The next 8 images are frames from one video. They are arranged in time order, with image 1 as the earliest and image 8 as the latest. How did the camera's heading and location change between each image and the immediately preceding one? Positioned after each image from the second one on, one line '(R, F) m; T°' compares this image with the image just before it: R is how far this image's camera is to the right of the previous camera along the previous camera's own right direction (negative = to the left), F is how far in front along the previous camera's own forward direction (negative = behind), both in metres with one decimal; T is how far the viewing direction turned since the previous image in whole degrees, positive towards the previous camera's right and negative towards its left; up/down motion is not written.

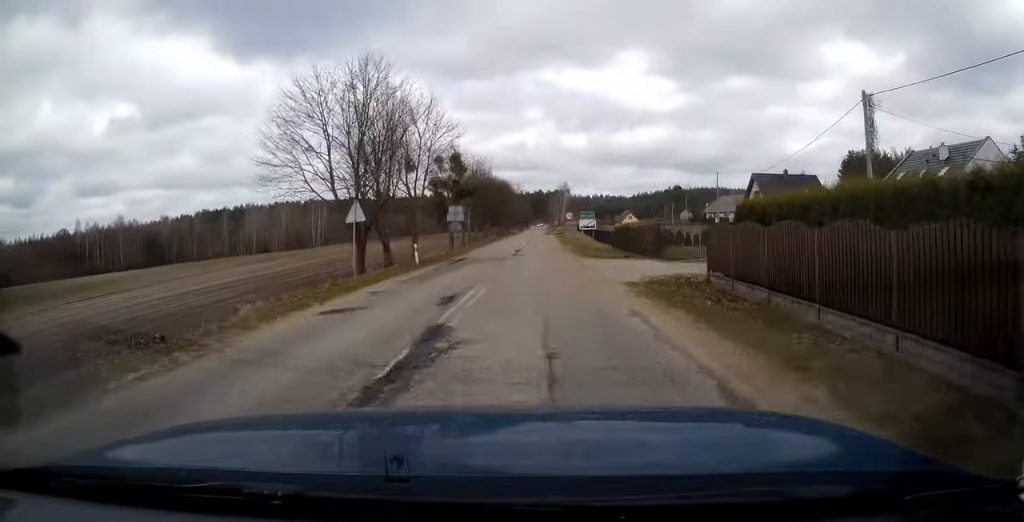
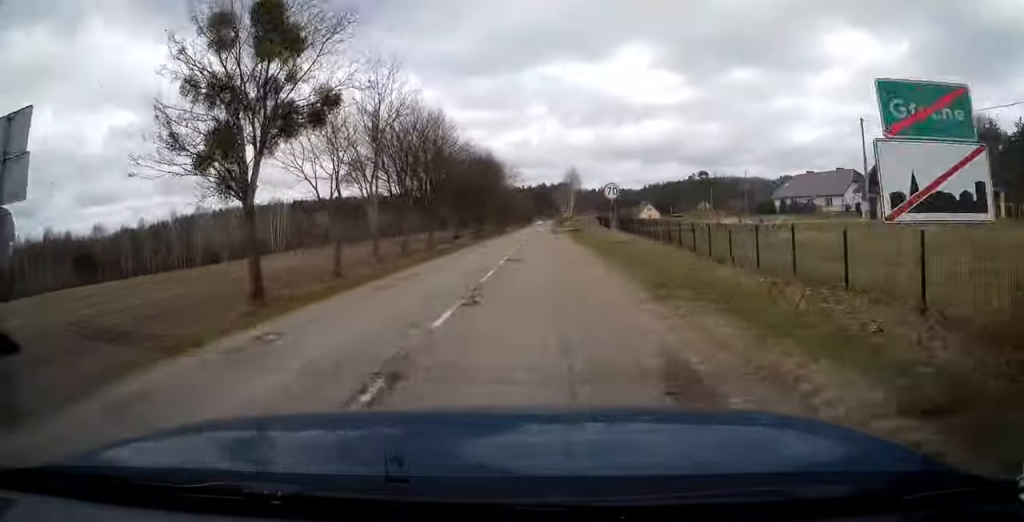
(-0.9, +39.0) m; -1°
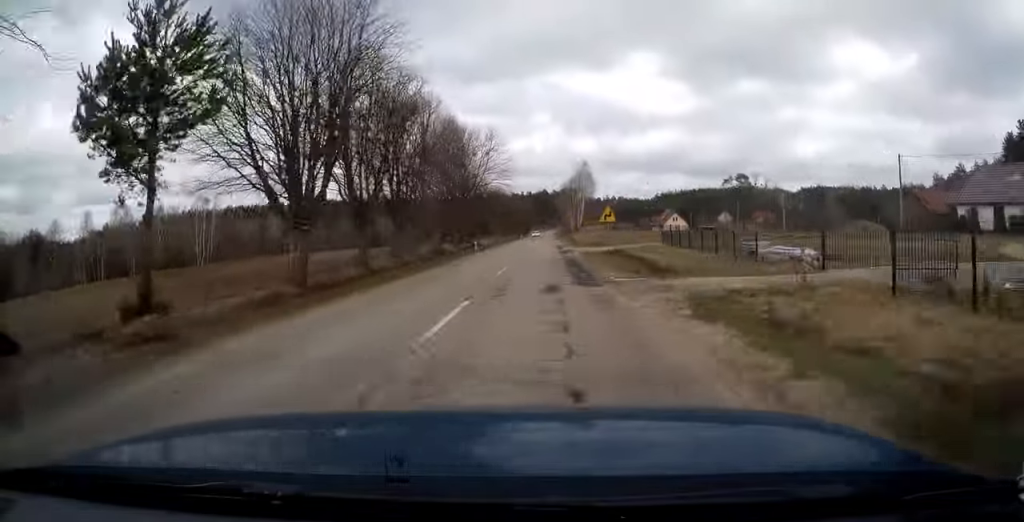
(0.0, +45.2) m; 0°
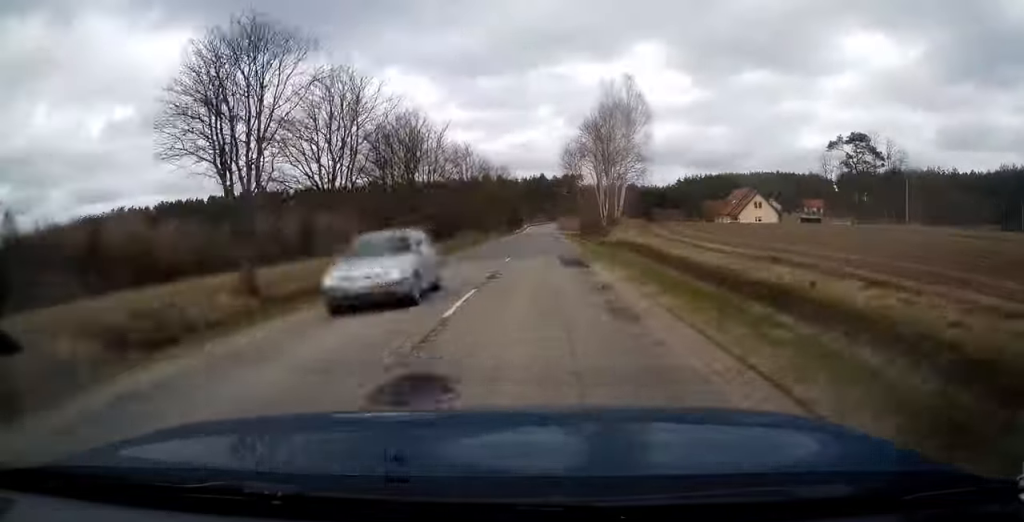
(0.0, +74.5) m; 0°
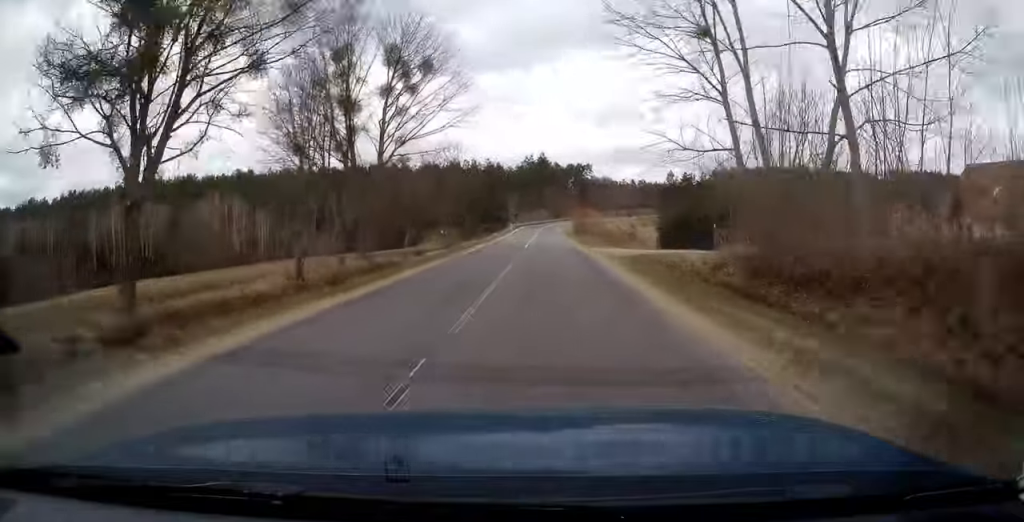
(0.0, +73.0) m; 0°
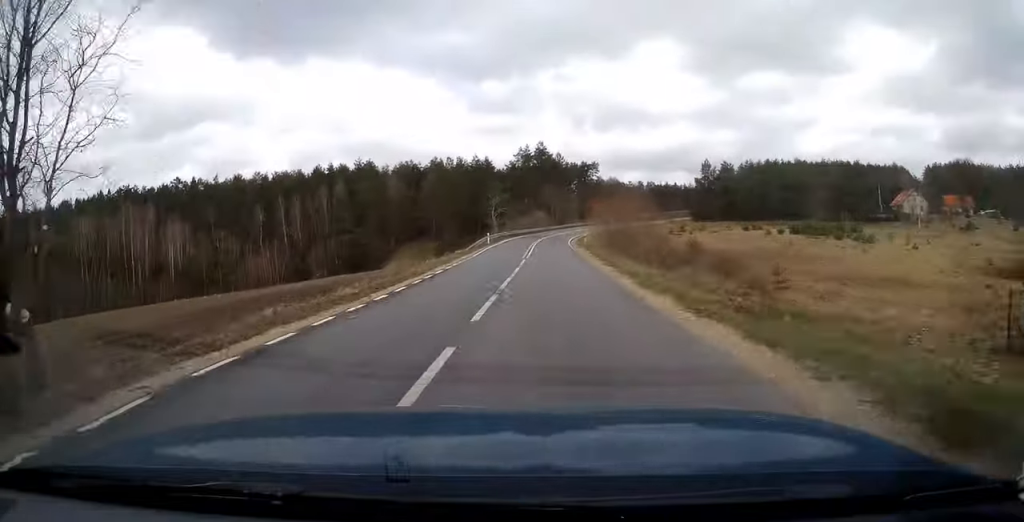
(-0.1, +39.9) m; +1°
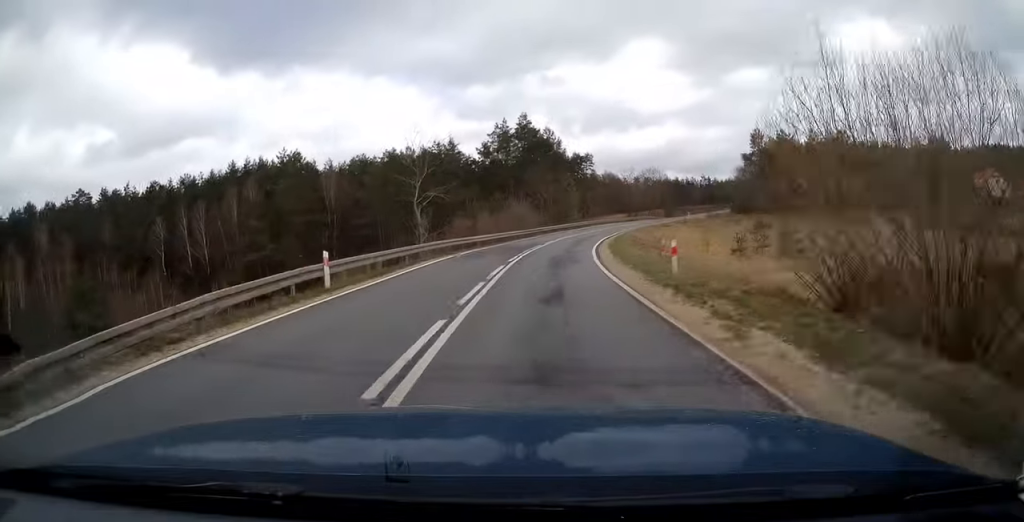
(+0.7, +40.4) m; +4°
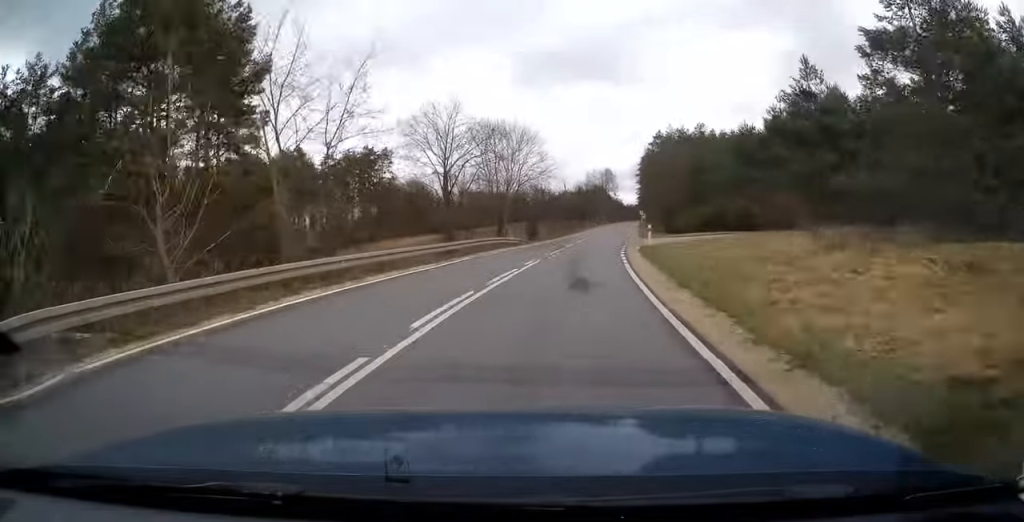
(+7.1, +74.0) m; +14°
